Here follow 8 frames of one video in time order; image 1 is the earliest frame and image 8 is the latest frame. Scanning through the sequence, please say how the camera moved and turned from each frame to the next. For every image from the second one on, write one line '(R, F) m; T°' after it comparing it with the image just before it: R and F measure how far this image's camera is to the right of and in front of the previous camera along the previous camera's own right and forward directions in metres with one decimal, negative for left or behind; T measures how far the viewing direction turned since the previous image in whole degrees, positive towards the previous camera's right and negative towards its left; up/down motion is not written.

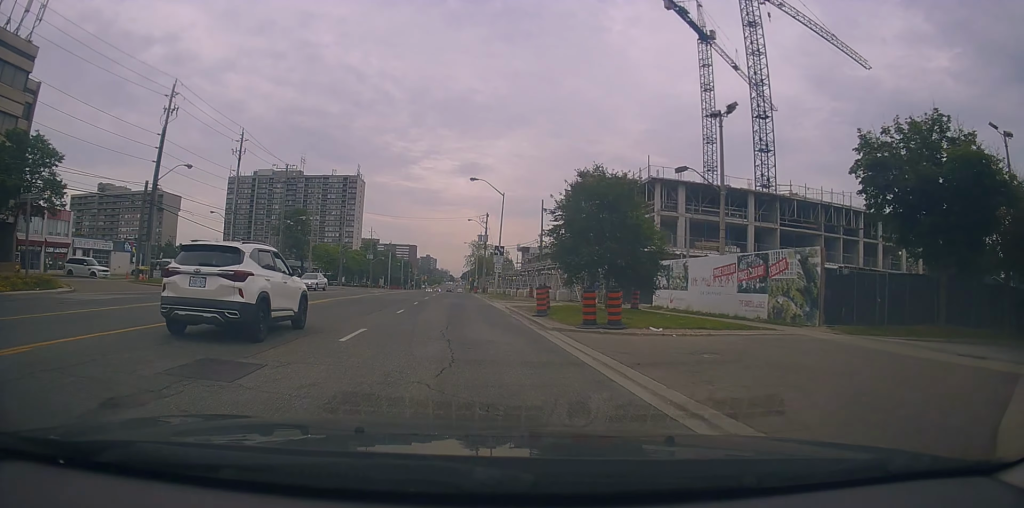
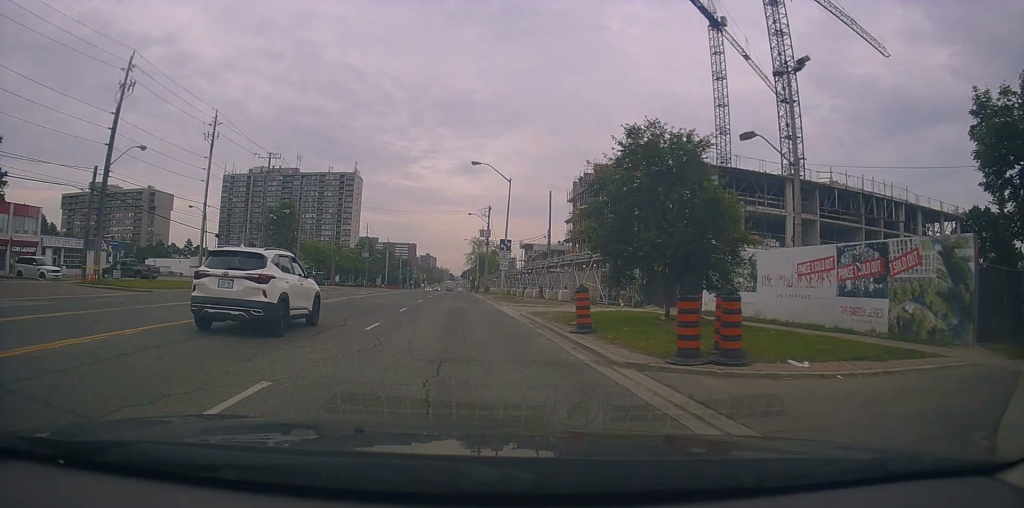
(+0.3, +7.2) m; 0°
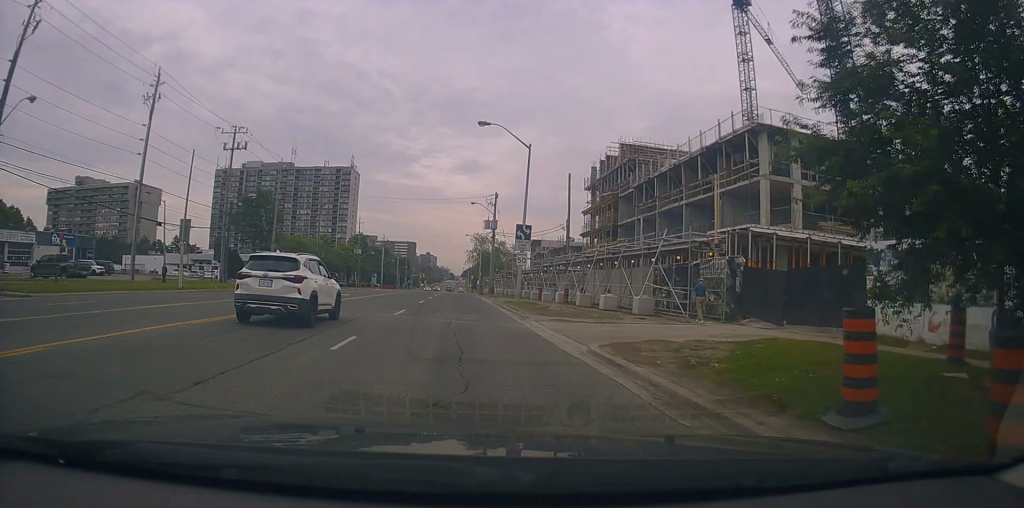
(-0.3, +11.1) m; -1°
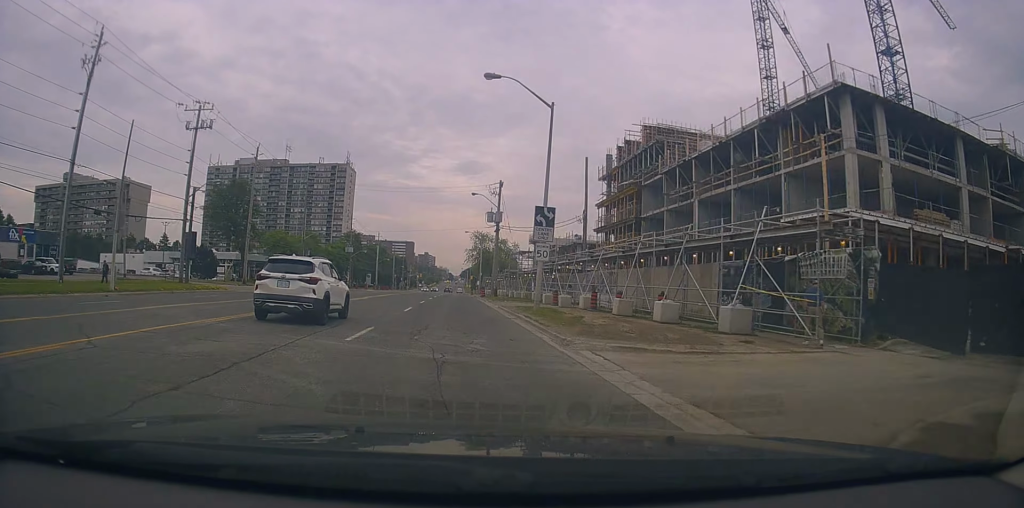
(-0.1, +8.3) m; 0°
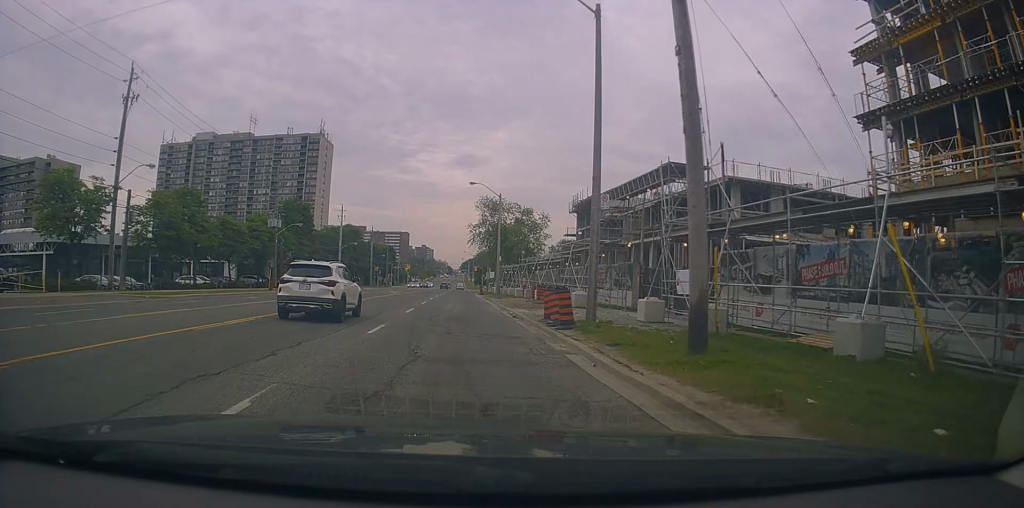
(+1.1, +46.3) m; +2°
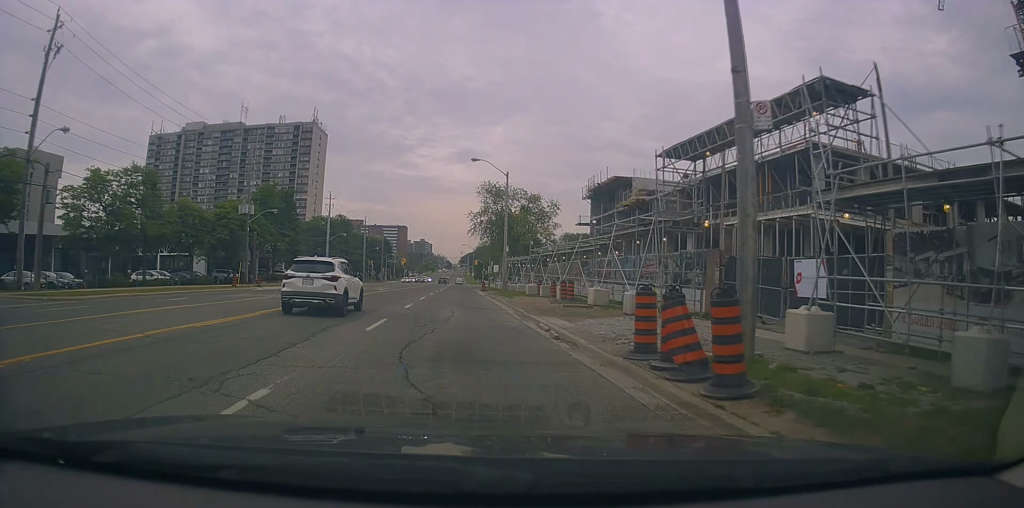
(+0.1, +9.6) m; 0°
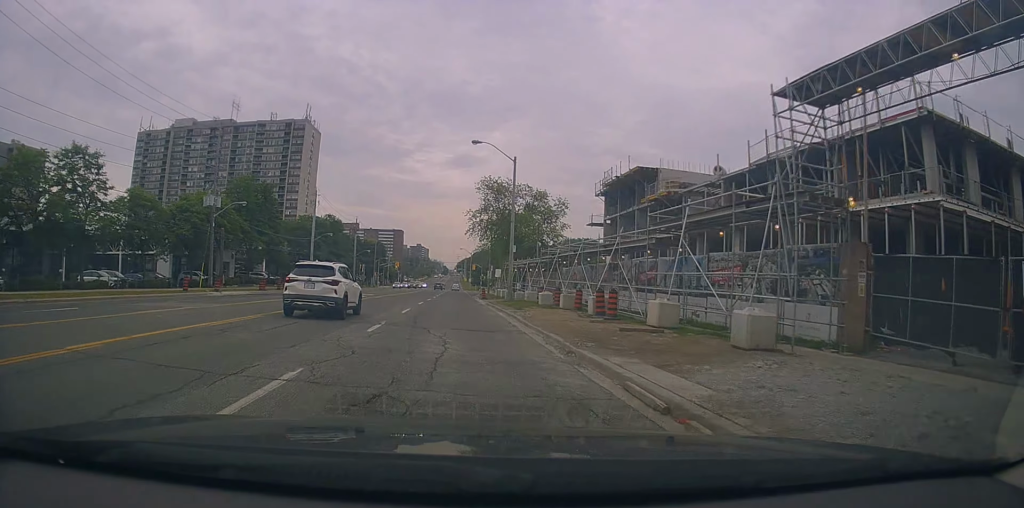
(0.0, +8.2) m; 0°
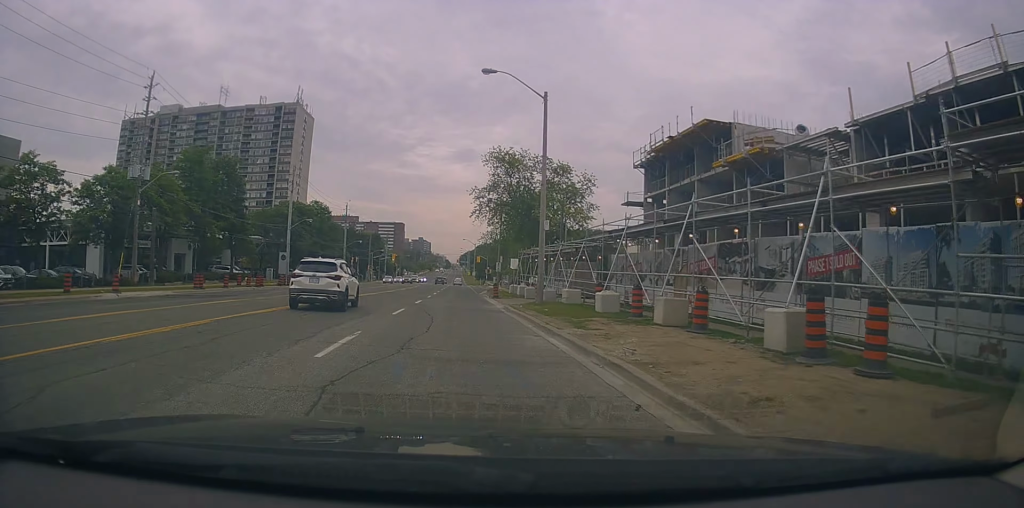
(0.0, +13.9) m; 0°
